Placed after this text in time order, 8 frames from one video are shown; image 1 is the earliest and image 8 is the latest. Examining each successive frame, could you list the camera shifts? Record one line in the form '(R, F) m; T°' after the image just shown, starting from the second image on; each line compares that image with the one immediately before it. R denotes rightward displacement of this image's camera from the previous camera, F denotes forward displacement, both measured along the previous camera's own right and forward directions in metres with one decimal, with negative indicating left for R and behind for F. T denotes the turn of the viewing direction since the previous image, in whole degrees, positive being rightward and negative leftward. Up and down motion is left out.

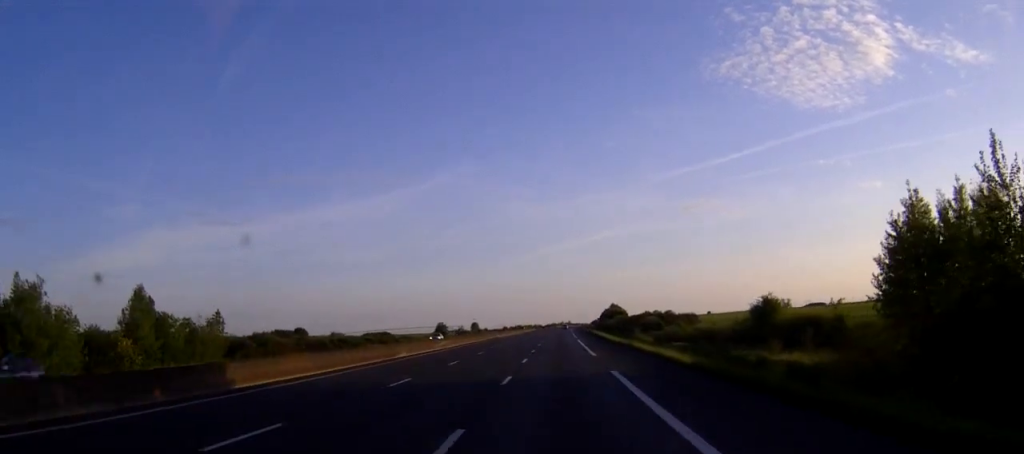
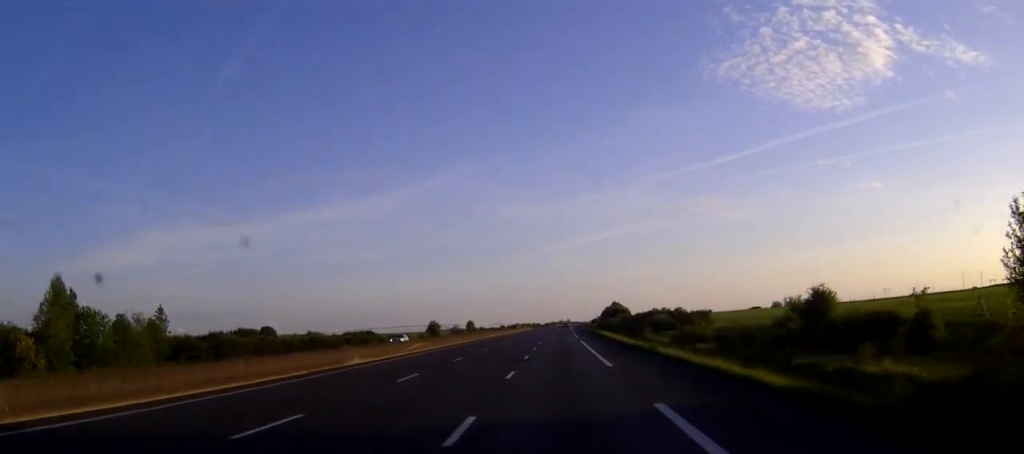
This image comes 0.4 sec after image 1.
(0.0, +11.7) m; 0°
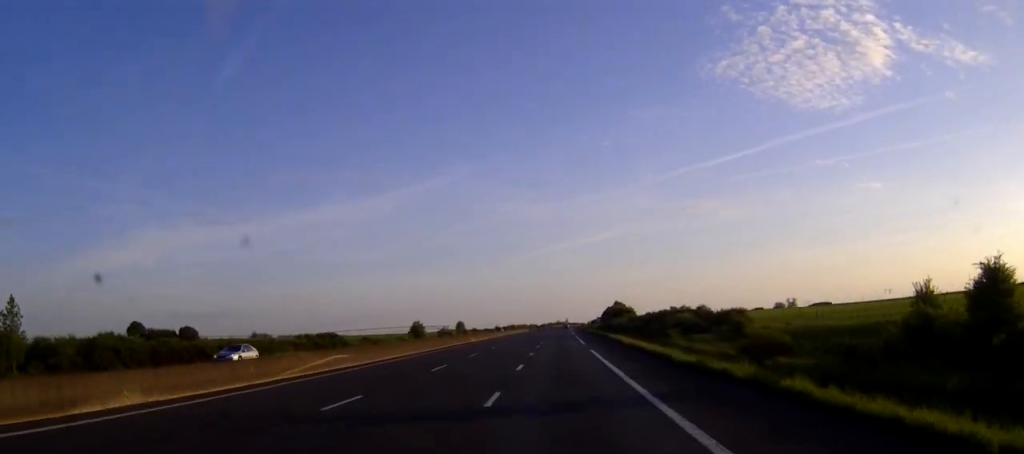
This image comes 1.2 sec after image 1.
(0.0, +20.8) m; 0°
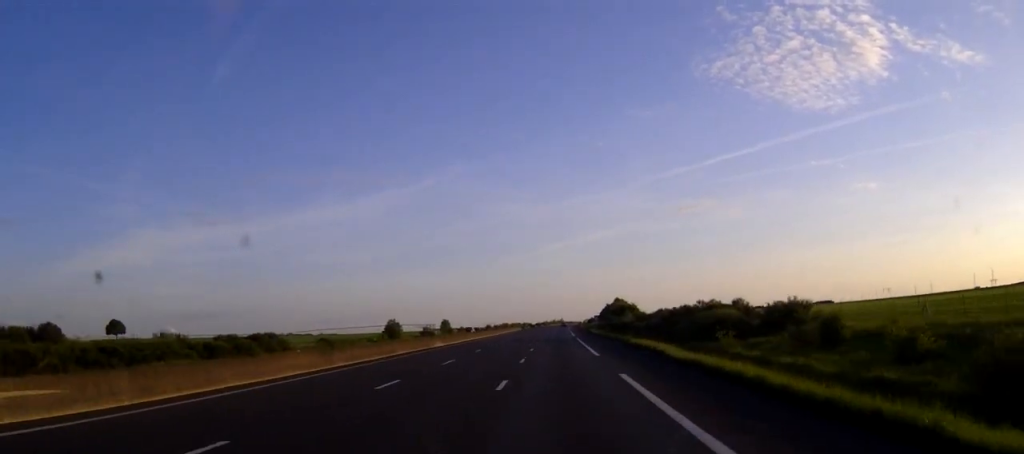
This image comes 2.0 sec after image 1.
(+0.1, +22.5) m; 0°
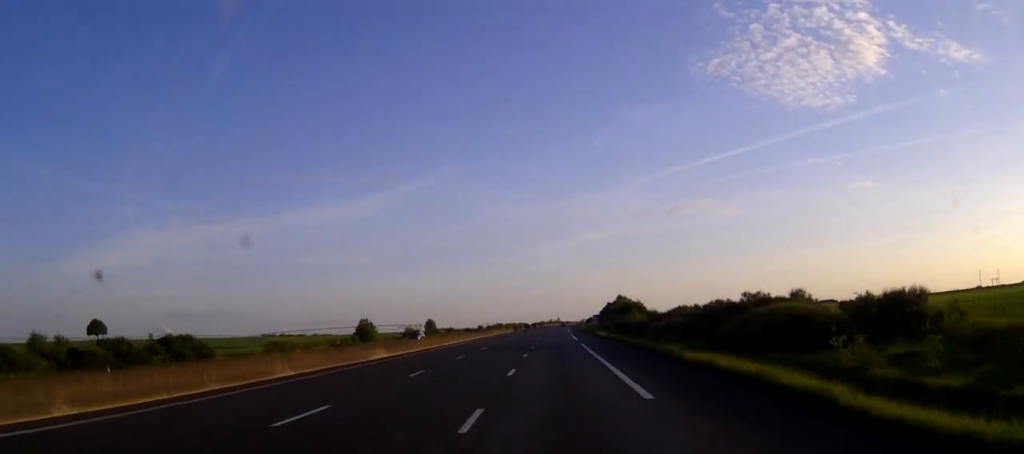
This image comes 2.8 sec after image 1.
(+0.1, +20.6) m; 0°
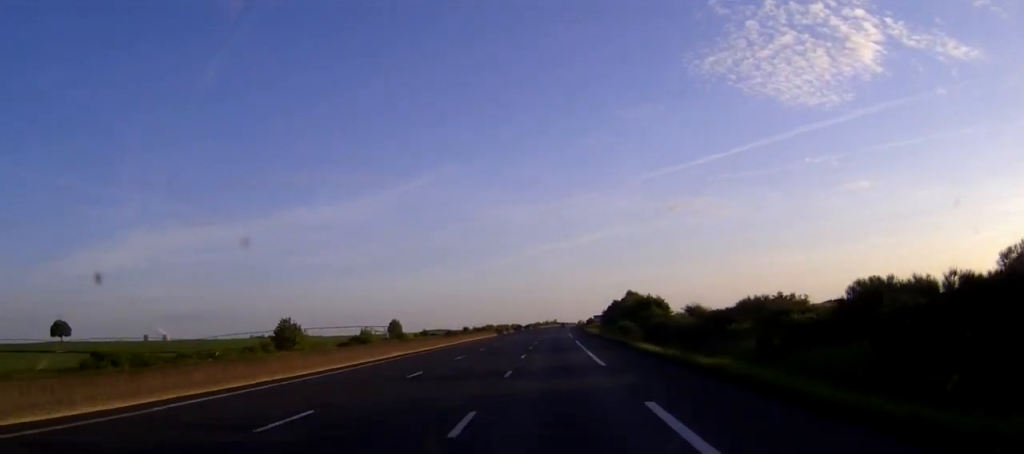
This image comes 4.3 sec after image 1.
(+0.2, +39.3) m; 0°
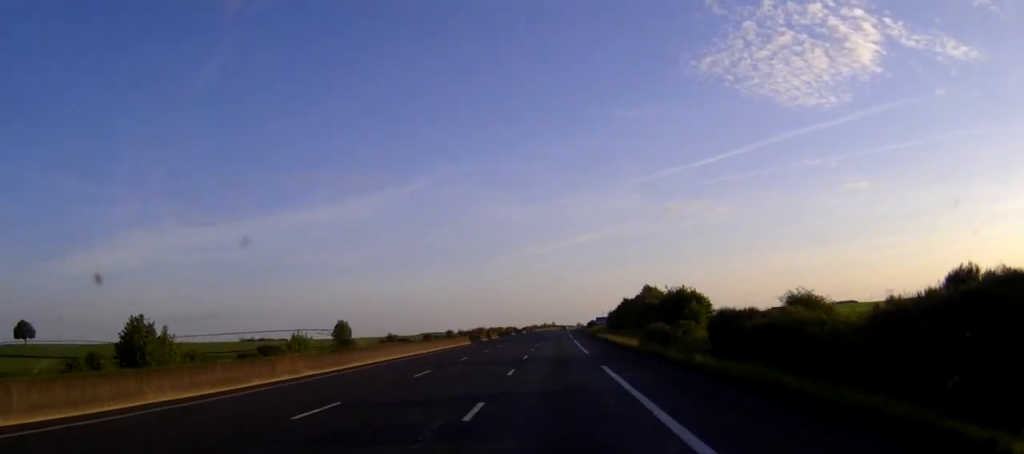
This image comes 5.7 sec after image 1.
(0.0, +37.6) m; 0°
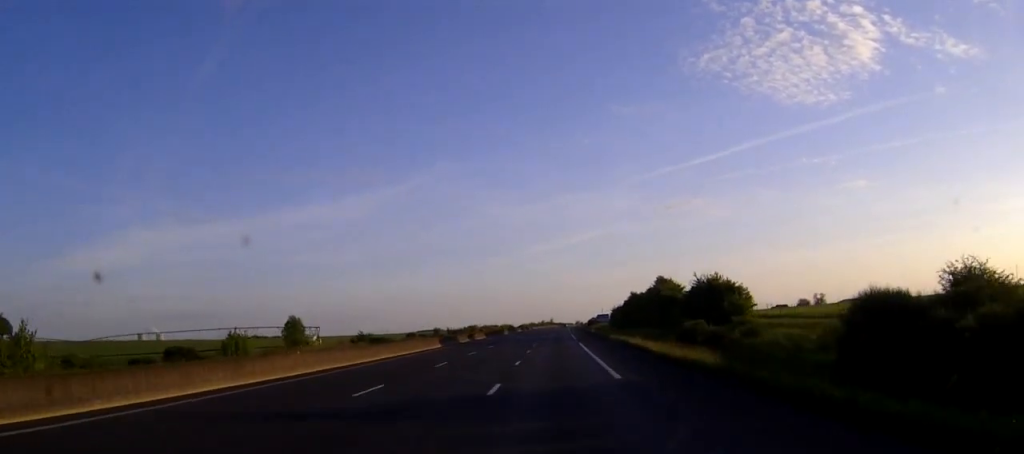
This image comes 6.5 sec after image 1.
(0.0, +21.5) m; 0°
